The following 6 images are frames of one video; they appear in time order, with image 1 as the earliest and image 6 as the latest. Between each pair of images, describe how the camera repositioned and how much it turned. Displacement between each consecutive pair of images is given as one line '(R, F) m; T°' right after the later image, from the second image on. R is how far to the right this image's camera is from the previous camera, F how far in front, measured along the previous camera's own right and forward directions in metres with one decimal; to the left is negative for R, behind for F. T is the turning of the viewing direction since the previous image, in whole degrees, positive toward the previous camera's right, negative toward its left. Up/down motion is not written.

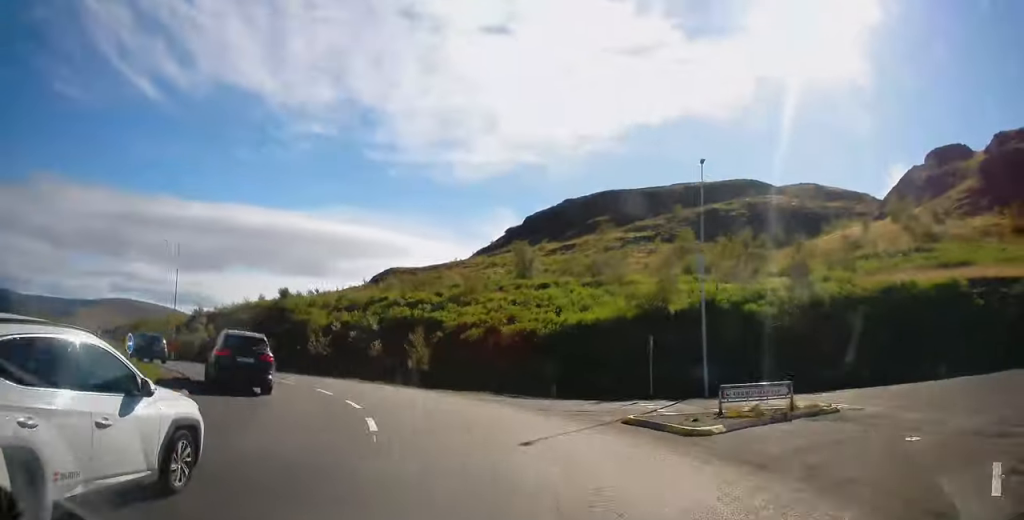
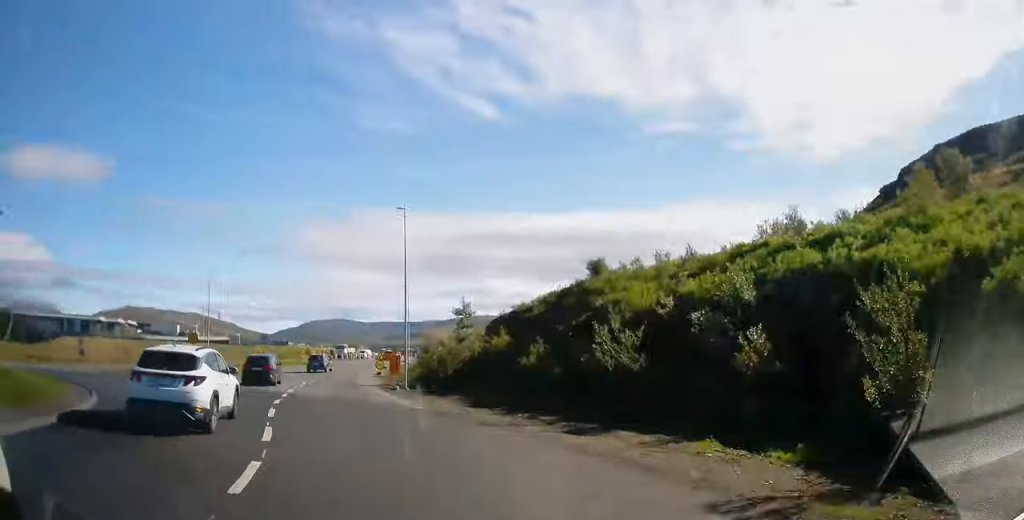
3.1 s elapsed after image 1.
(-5.7, +22.5) m; -14°
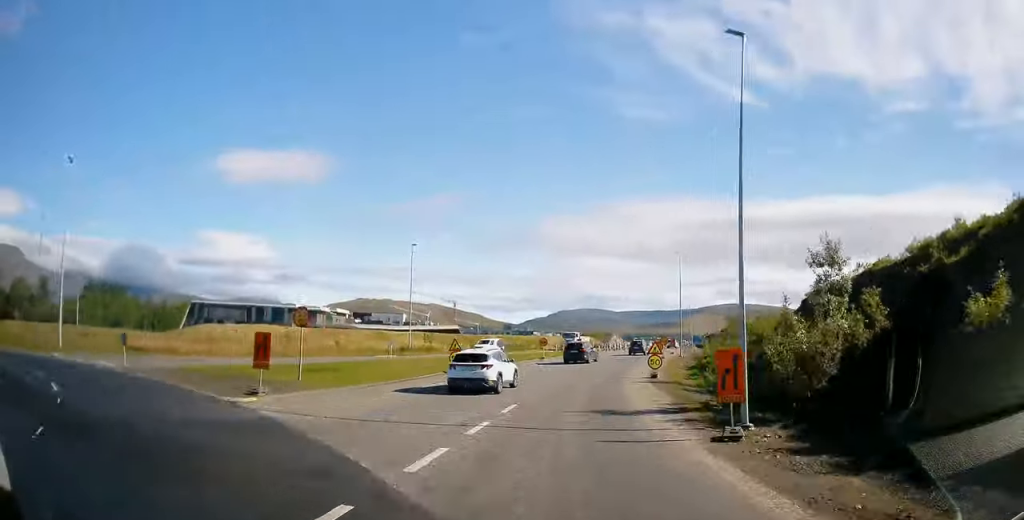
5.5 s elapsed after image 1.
(-2.2, +20.2) m; -6°
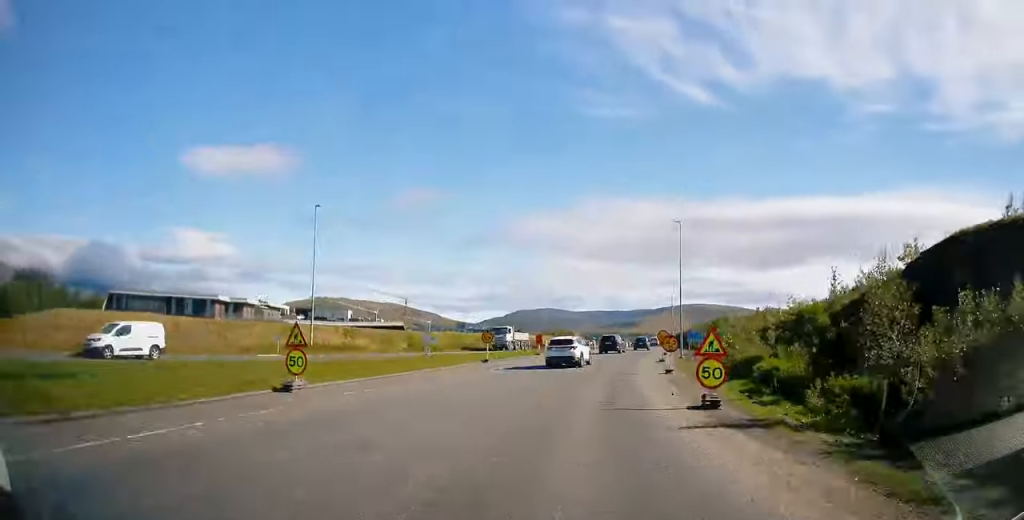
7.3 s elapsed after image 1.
(-0.9, +17.1) m; +1°
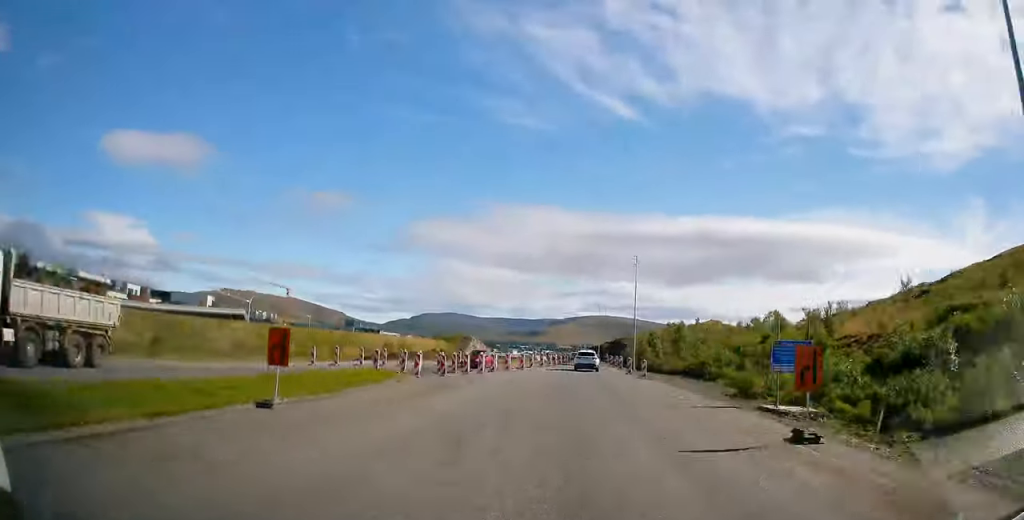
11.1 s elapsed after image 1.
(+1.5, +38.6) m; +4°
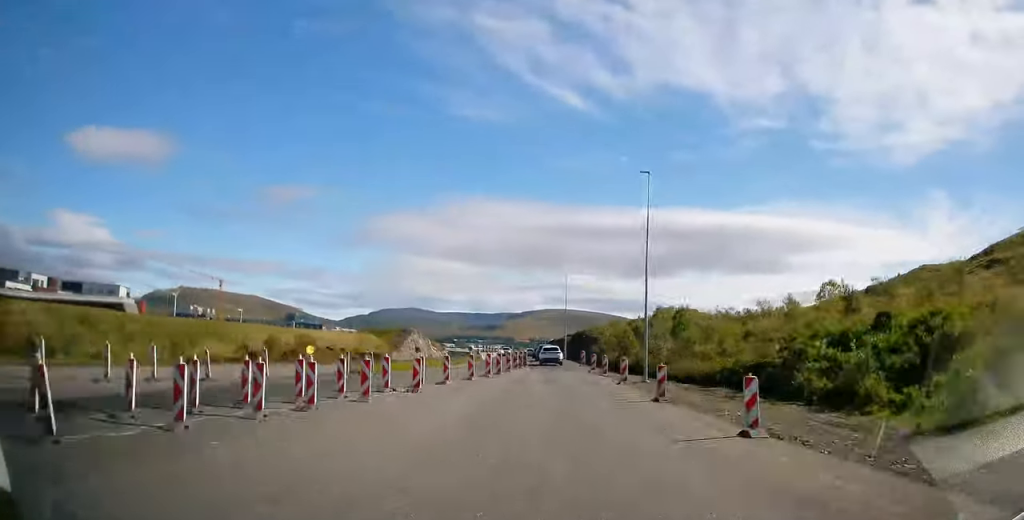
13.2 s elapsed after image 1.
(+0.6, +24.2) m; +1°
